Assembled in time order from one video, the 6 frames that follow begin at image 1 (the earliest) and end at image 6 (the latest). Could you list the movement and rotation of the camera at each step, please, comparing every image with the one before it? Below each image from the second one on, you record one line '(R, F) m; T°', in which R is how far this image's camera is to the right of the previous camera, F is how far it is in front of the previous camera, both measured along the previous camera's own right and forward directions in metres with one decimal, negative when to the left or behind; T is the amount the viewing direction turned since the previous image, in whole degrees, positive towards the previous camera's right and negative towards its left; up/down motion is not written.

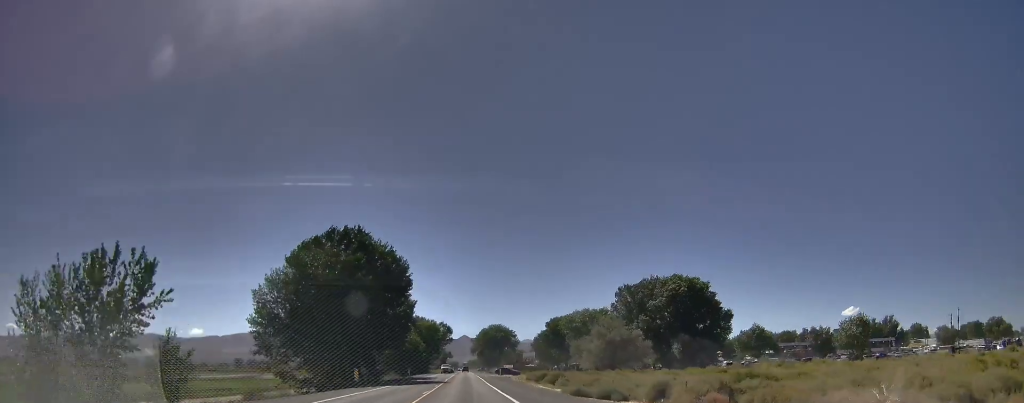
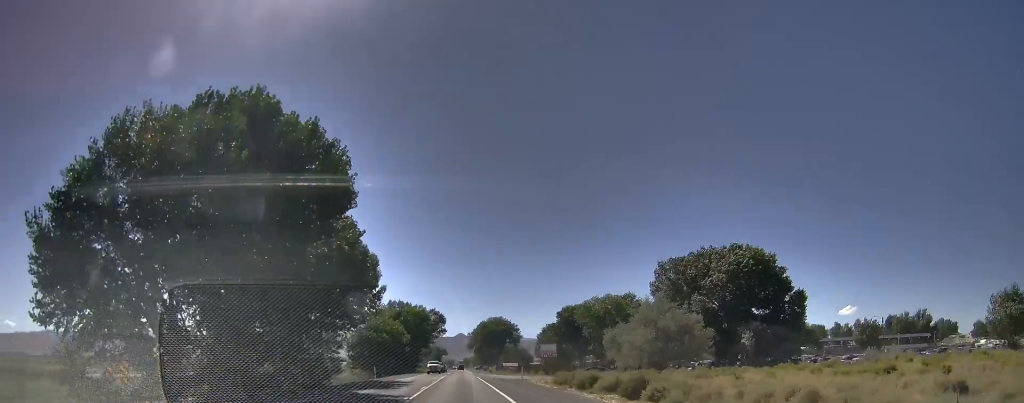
(0.0, +33.8) m; 0°
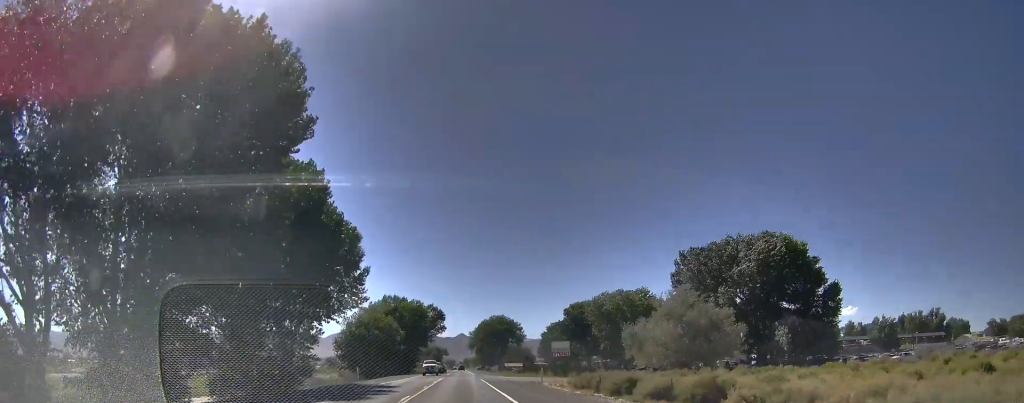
(0.0, +10.7) m; 0°
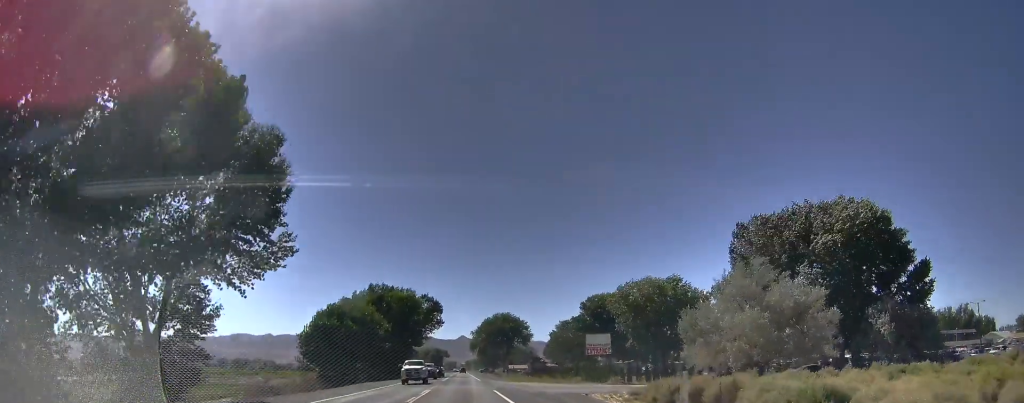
(0.0, +22.2) m; 0°
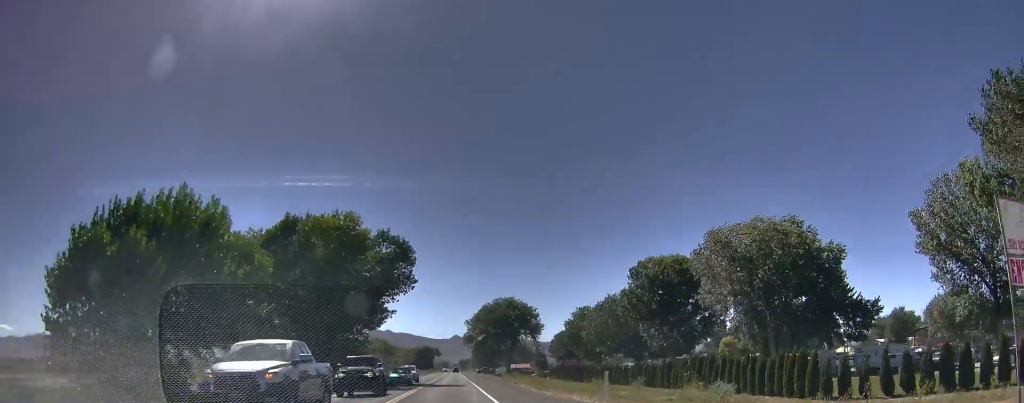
(0.0, +50.4) m; 0°
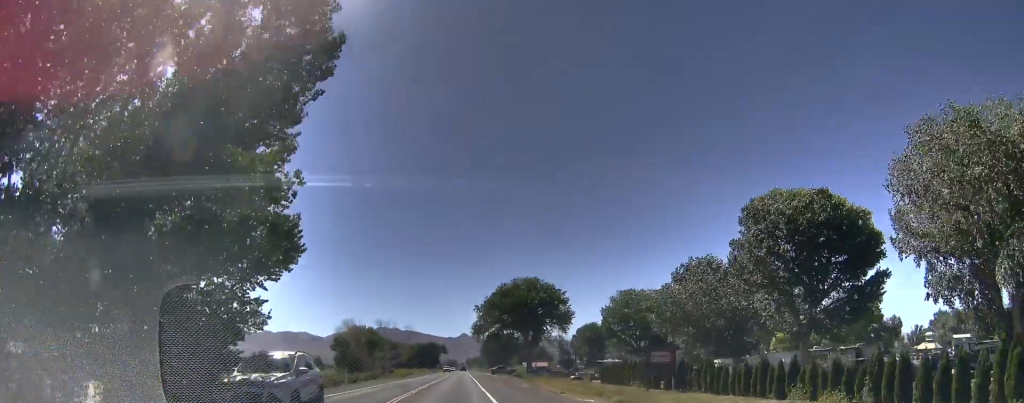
(0.0, +40.7) m; 0°
